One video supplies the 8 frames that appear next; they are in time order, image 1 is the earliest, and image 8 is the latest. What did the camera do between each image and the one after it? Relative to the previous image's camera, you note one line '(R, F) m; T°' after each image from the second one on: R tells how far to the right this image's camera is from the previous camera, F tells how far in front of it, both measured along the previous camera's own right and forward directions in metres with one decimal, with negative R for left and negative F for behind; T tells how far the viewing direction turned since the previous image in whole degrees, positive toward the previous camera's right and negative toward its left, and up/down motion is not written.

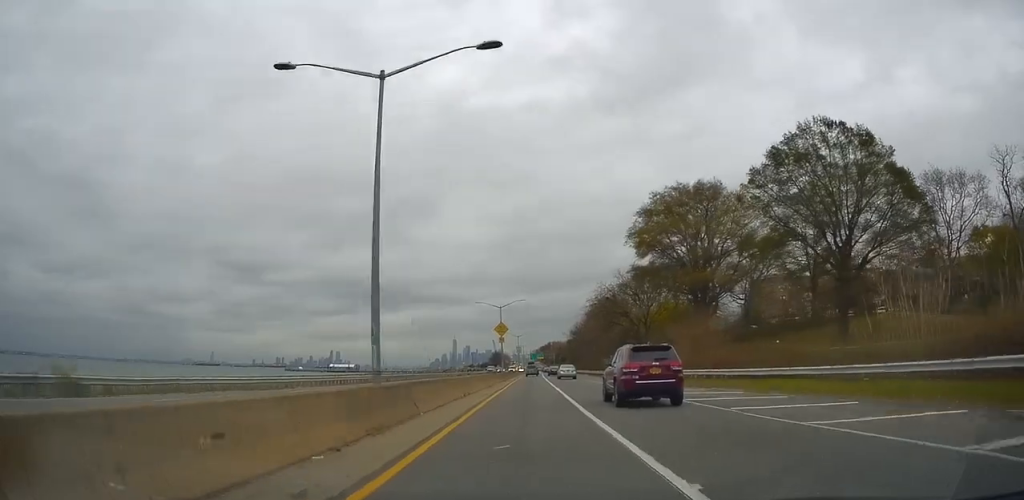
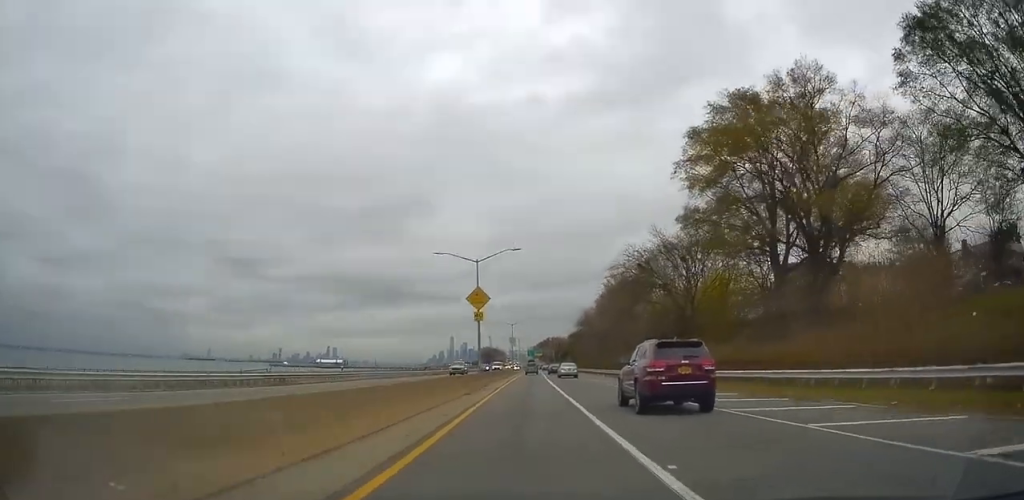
(-0.1, +28.6) m; 0°
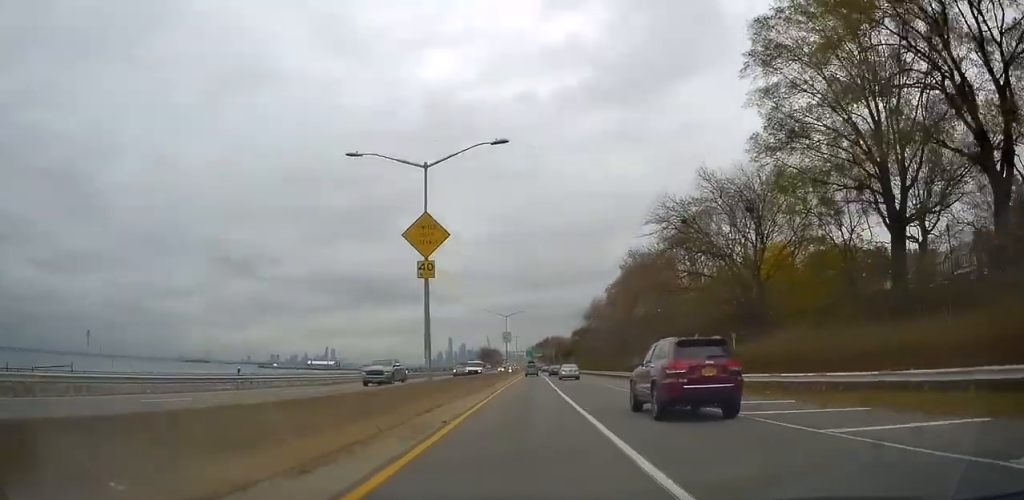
(+0.3, +20.1) m; 0°
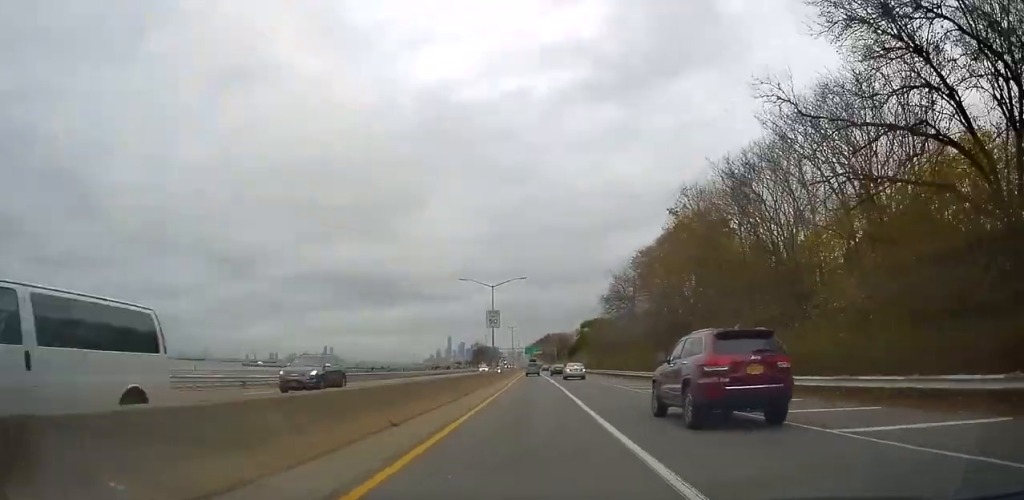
(-0.3, +29.5) m; 0°
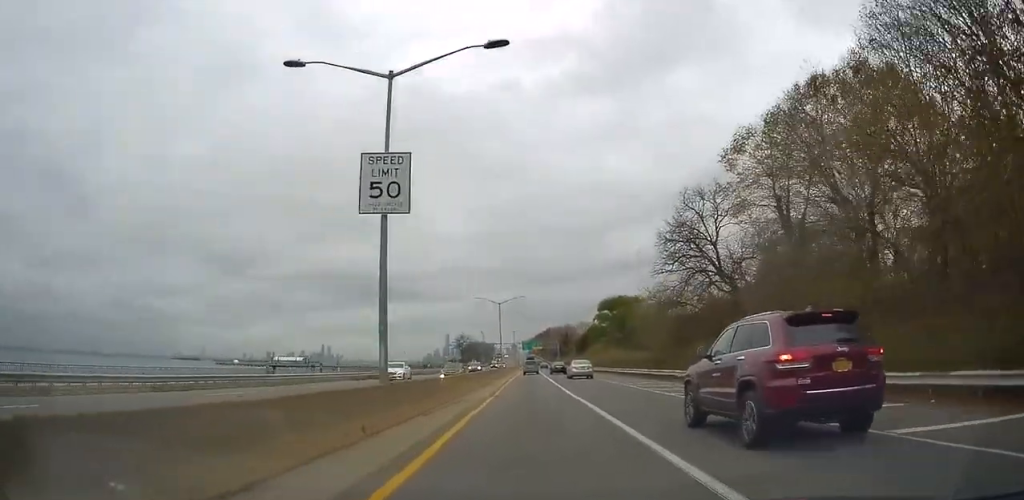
(+0.8, +39.4) m; +1°
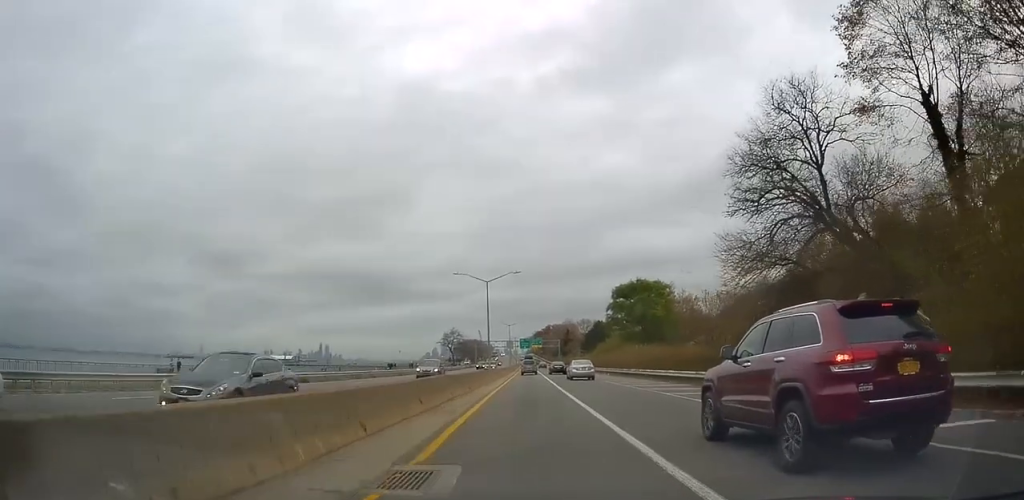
(-0.1, +18.2) m; 0°
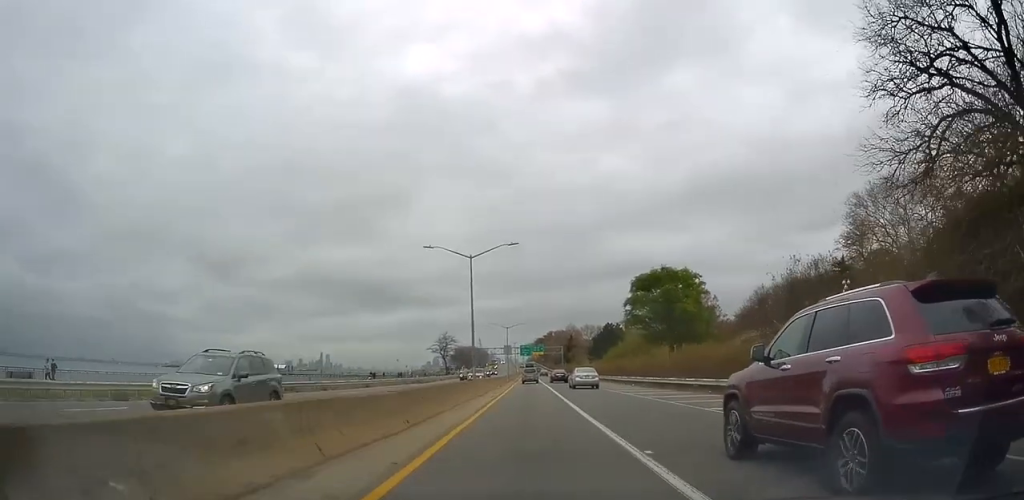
(-0.2, +14.5) m; 0°
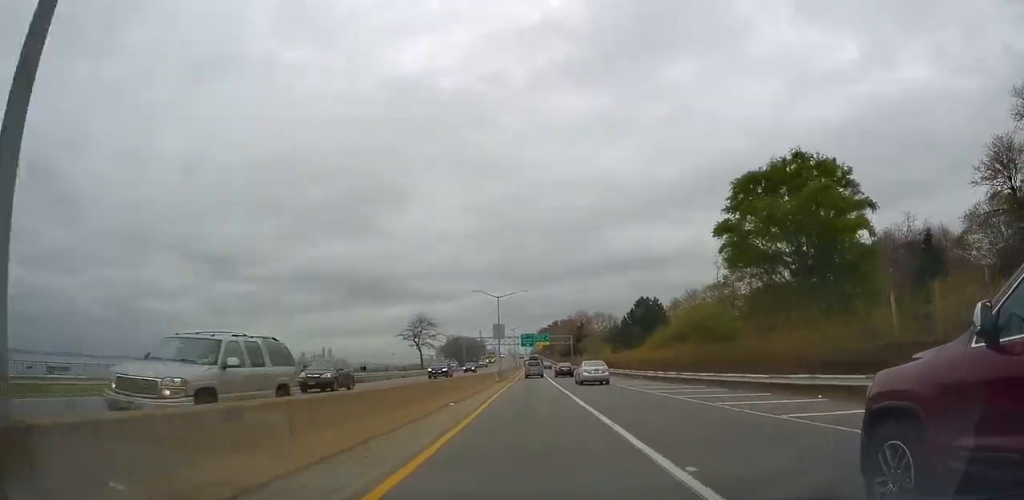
(+0.1, +33.2) m; 0°
